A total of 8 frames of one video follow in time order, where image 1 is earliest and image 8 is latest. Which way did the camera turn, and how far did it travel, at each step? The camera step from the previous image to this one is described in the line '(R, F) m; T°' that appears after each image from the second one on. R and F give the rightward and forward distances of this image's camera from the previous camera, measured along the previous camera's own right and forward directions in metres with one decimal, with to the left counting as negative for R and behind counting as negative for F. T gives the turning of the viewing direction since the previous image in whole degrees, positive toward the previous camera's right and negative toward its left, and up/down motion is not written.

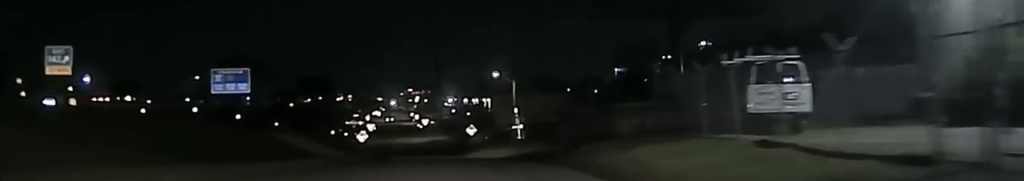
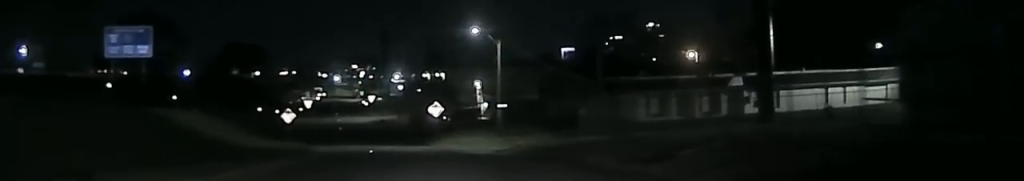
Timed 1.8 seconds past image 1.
(+1.3, +27.7) m; +2°
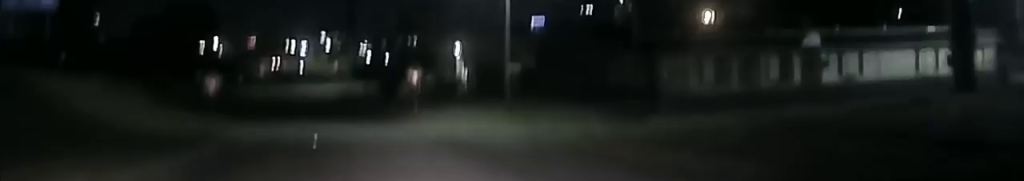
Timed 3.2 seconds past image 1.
(-0.5, +20.0) m; -2°
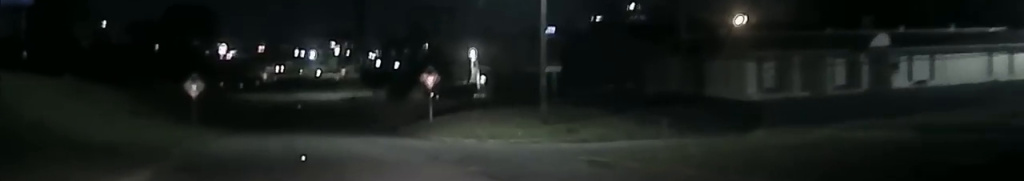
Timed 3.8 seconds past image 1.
(0.0, +8.4) m; -1°
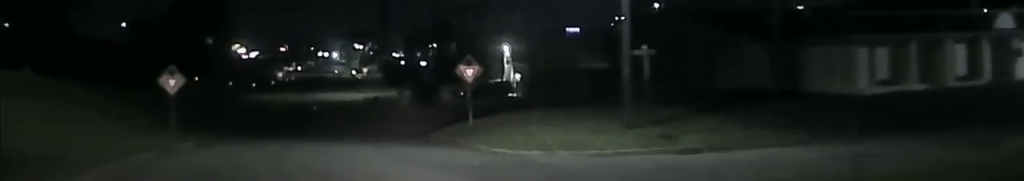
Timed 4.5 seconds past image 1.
(-0.2, +9.6) m; -1°
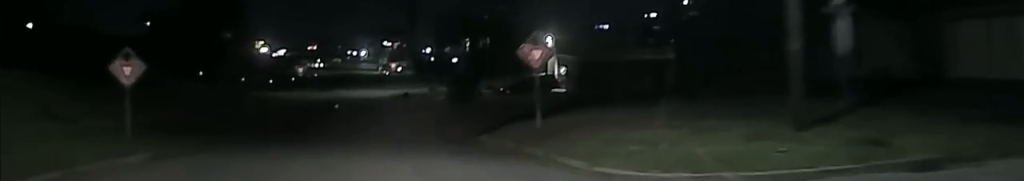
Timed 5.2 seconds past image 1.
(-0.2, +10.6) m; -1°
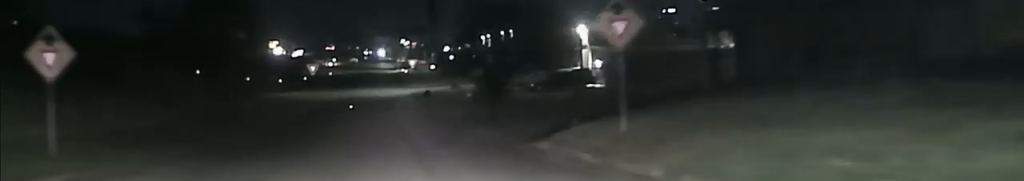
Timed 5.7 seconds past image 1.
(0.0, +8.0) m; 0°
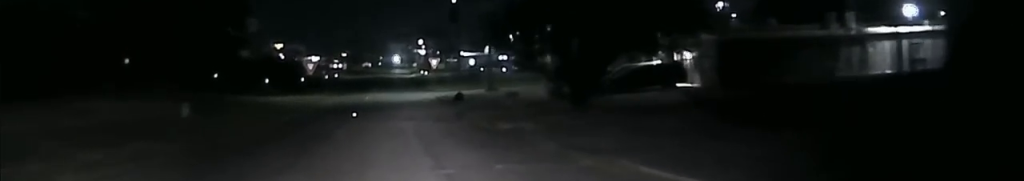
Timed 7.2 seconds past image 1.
(0.0, +21.6) m; 0°
